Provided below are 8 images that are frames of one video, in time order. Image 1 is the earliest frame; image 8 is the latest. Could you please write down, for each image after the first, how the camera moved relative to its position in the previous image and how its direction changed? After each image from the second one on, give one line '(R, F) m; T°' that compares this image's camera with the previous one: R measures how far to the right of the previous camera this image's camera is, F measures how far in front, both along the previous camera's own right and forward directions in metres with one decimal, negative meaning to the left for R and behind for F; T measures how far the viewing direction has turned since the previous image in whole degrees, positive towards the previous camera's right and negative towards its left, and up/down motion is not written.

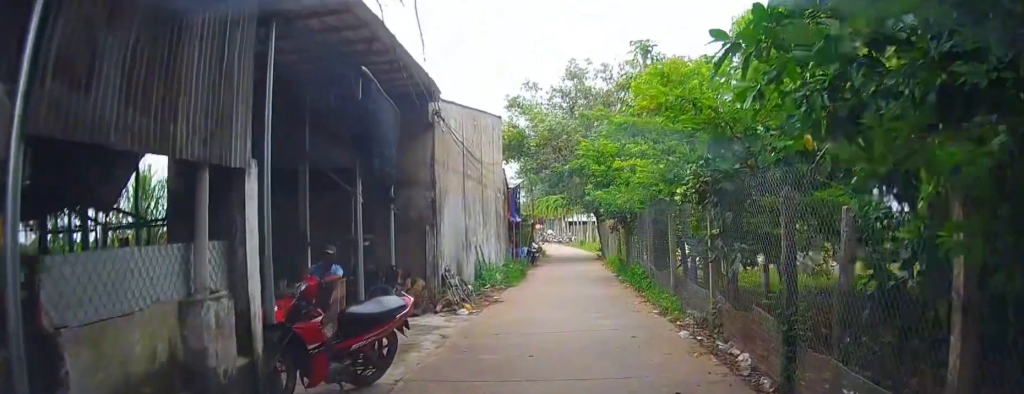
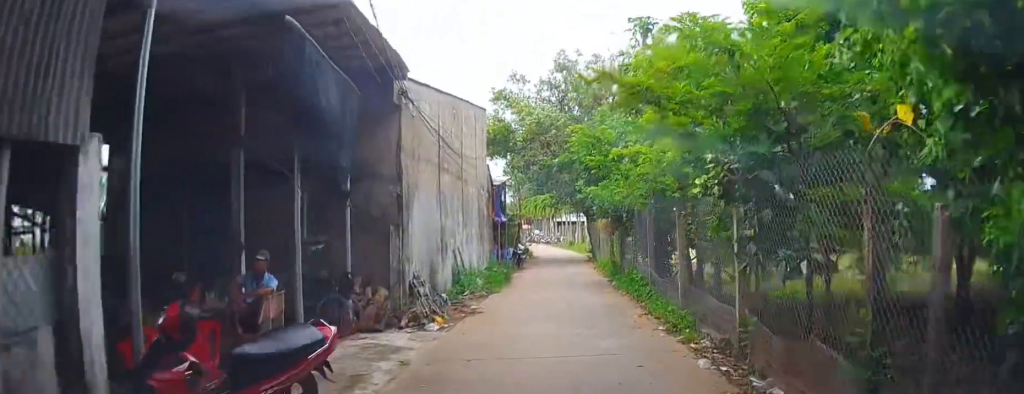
(0.0, +1.6) m; -3°
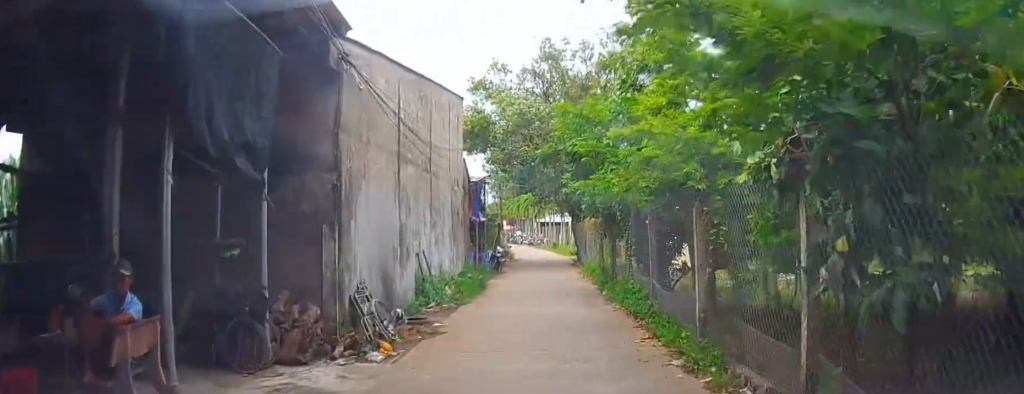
(-0.3, +1.7) m; 0°
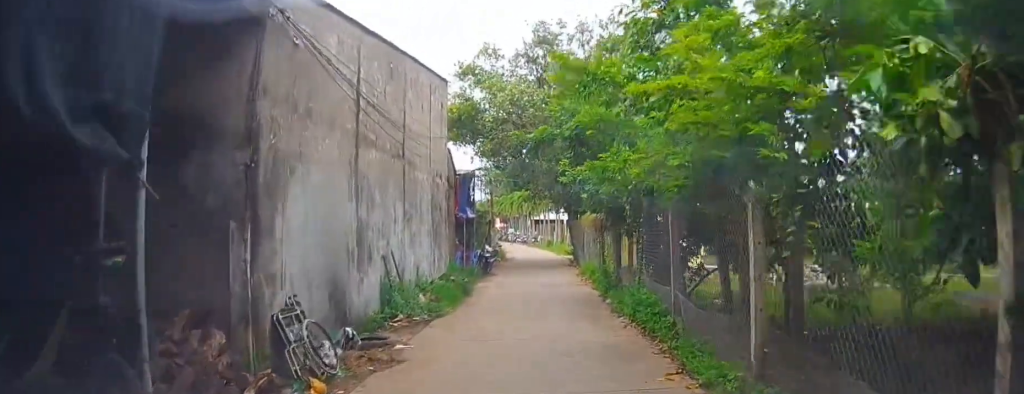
(+0.2, +1.9) m; +4°
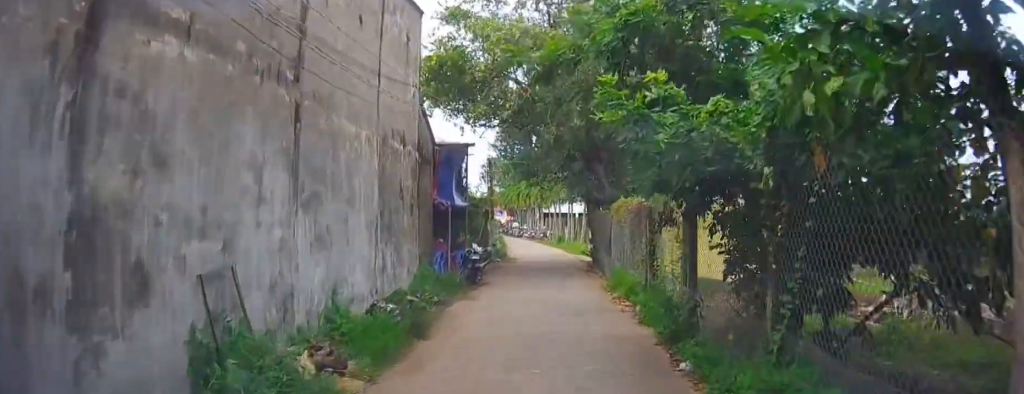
(+0.2, +5.4) m; -11°
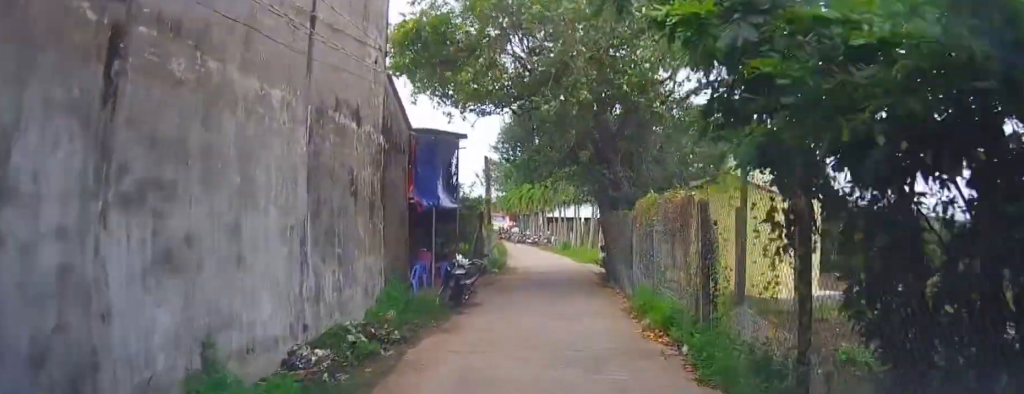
(-0.7, +2.9) m; +3°
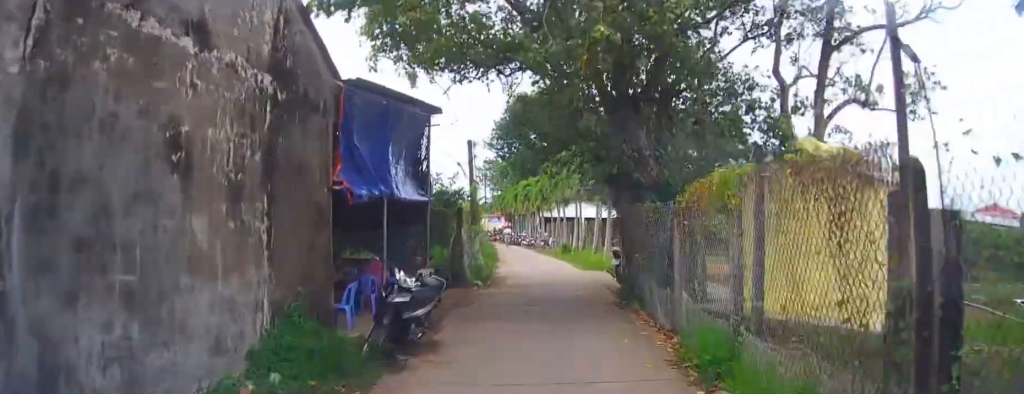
(+0.8, +3.9) m; +13°
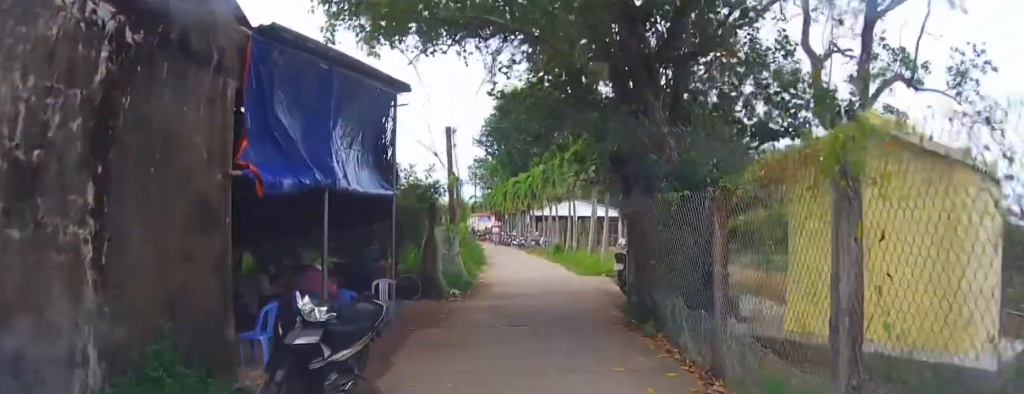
(+0.1, +2.6) m; +2°
